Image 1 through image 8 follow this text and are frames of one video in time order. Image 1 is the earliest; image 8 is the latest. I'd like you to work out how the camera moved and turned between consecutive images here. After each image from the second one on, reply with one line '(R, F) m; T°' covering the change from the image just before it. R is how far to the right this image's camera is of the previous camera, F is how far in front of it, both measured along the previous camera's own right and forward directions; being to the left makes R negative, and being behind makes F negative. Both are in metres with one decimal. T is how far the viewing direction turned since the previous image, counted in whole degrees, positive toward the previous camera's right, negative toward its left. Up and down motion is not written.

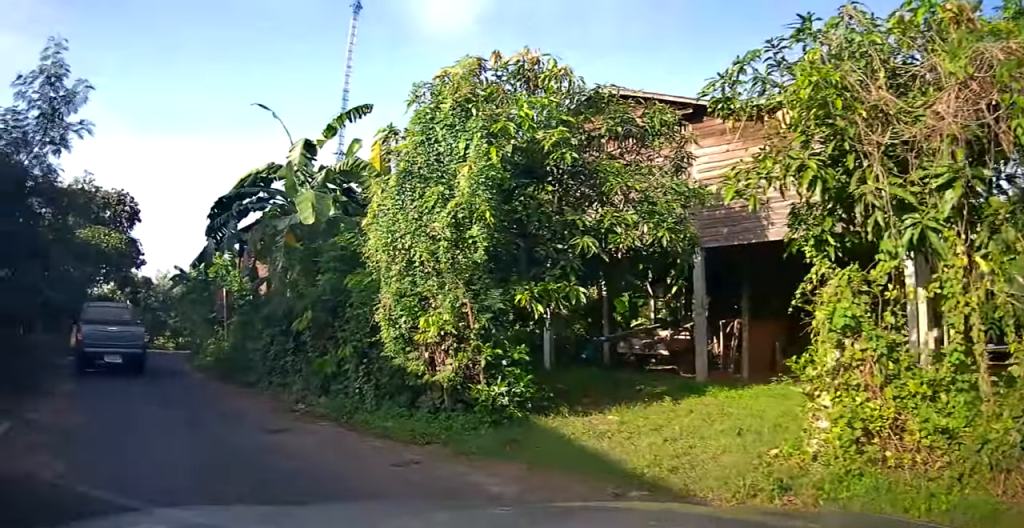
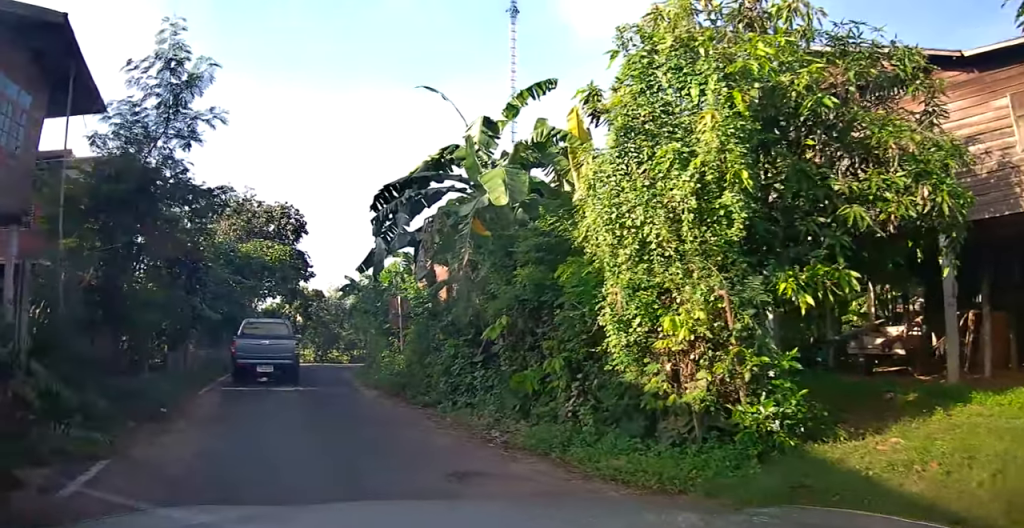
(-0.2, +1.9) m; -10°
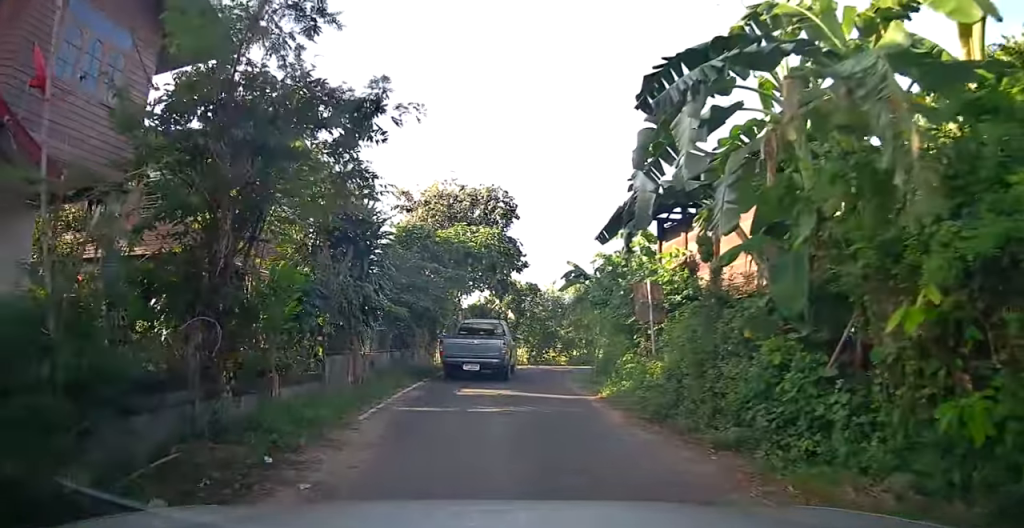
(-0.5, +4.1) m; -20°
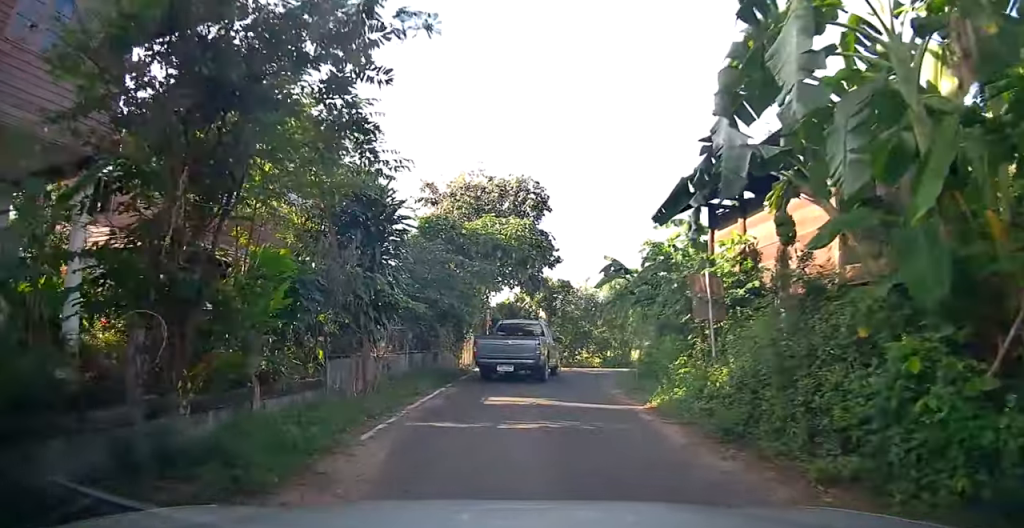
(-0.1, +1.5) m; -4°
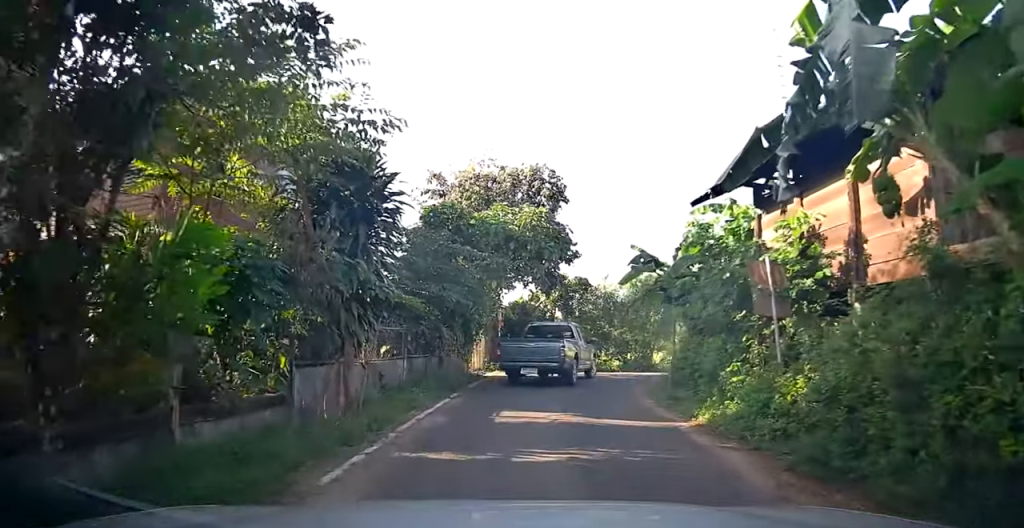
(-0.4, +1.8) m; 0°
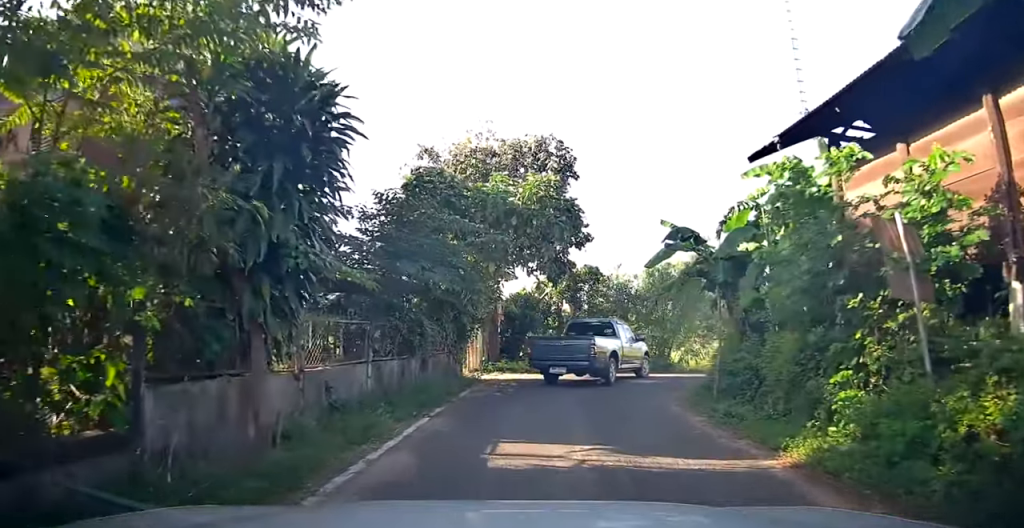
(+0.3, +2.8) m; -1°
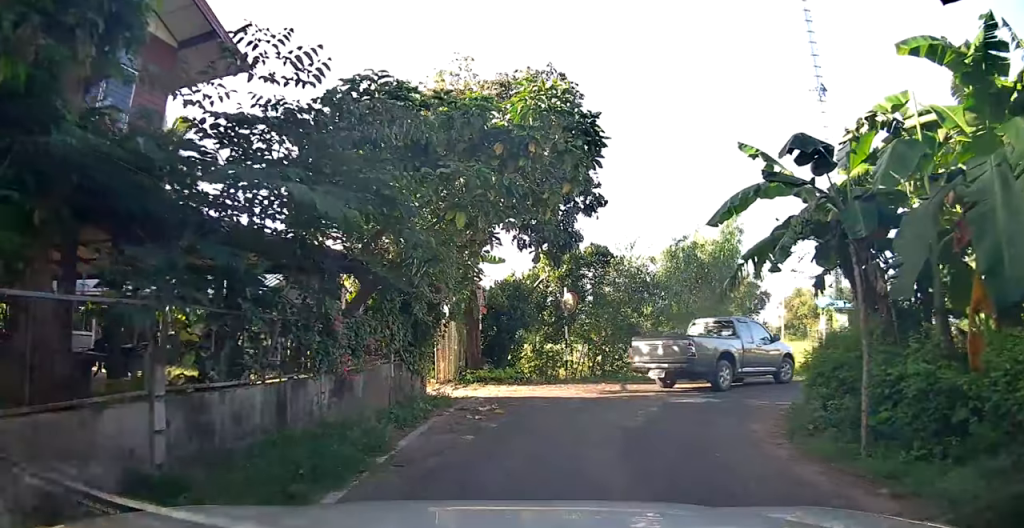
(-0.6, +4.9) m; -1°
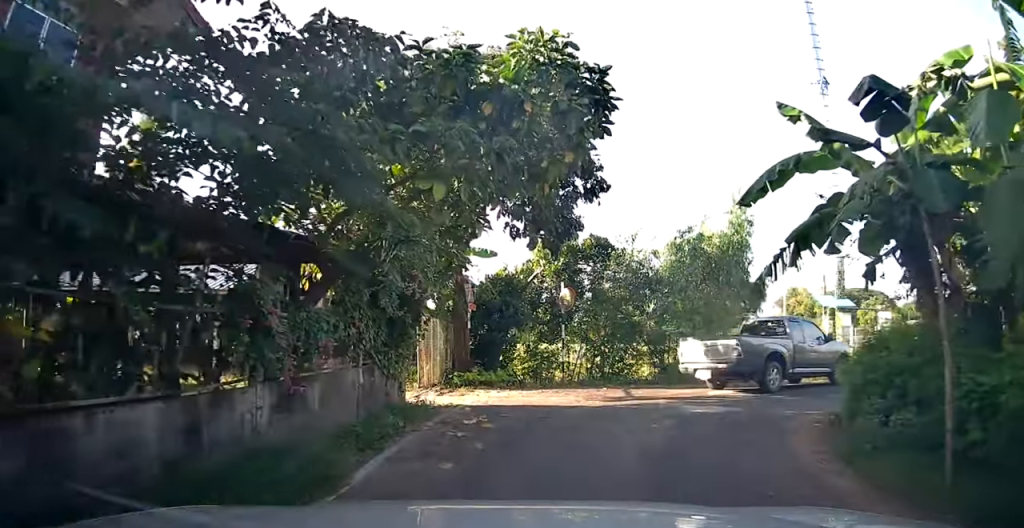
(+0.4, +1.5) m; +6°
